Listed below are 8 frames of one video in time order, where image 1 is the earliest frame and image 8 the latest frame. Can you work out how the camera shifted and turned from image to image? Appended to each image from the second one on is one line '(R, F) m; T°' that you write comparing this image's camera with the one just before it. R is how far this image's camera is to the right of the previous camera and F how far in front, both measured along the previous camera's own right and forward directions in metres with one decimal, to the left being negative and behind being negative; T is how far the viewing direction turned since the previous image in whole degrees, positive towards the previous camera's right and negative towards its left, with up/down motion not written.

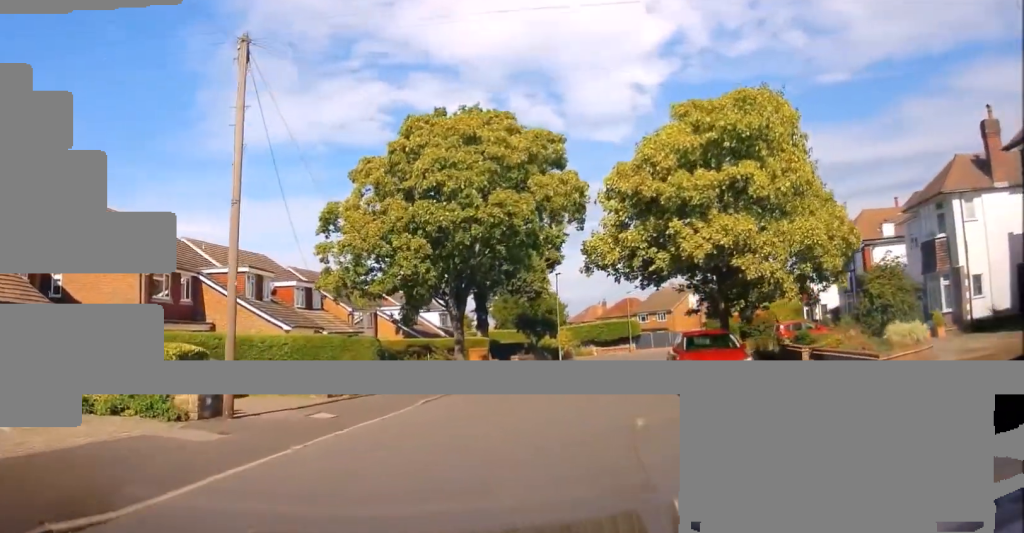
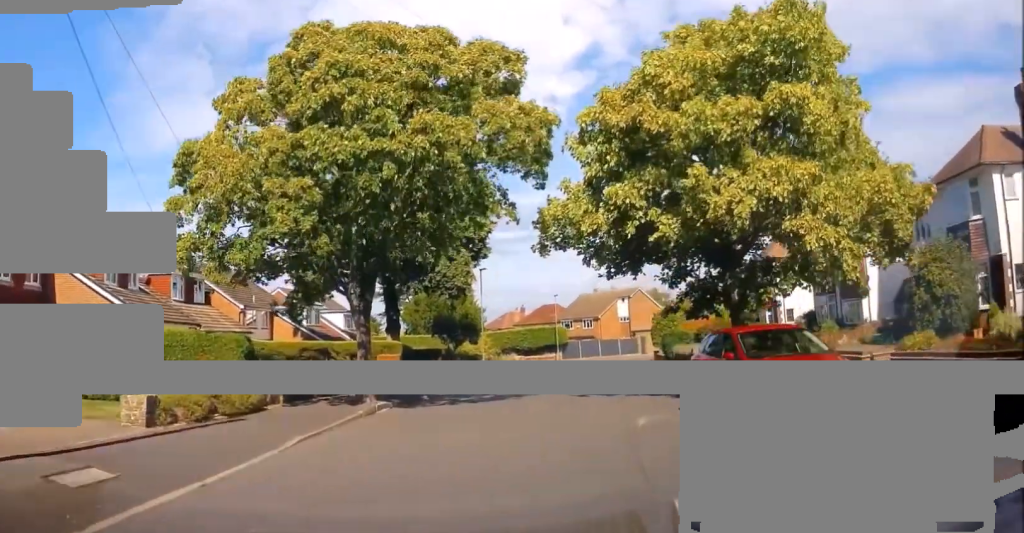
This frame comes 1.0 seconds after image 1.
(+0.1, +6.9) m; +6°
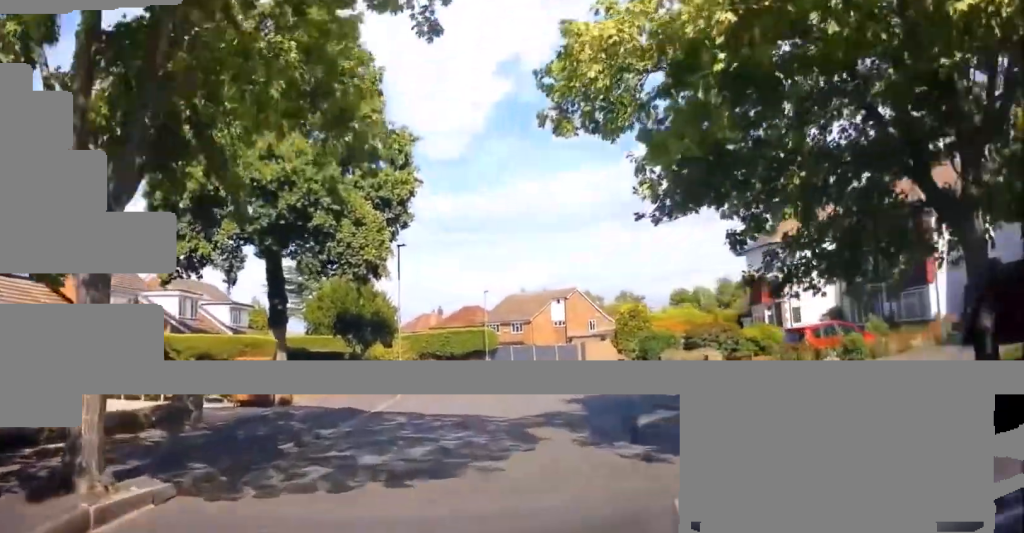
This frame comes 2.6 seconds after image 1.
(+1.3, +10.3) m; +11°
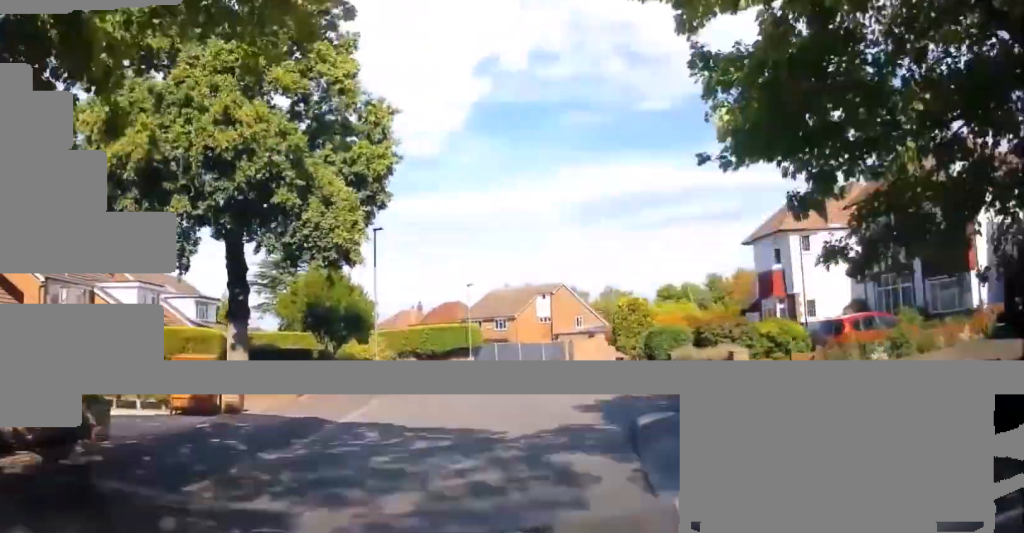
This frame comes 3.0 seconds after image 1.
(+0.1, +3.1) m; +1°
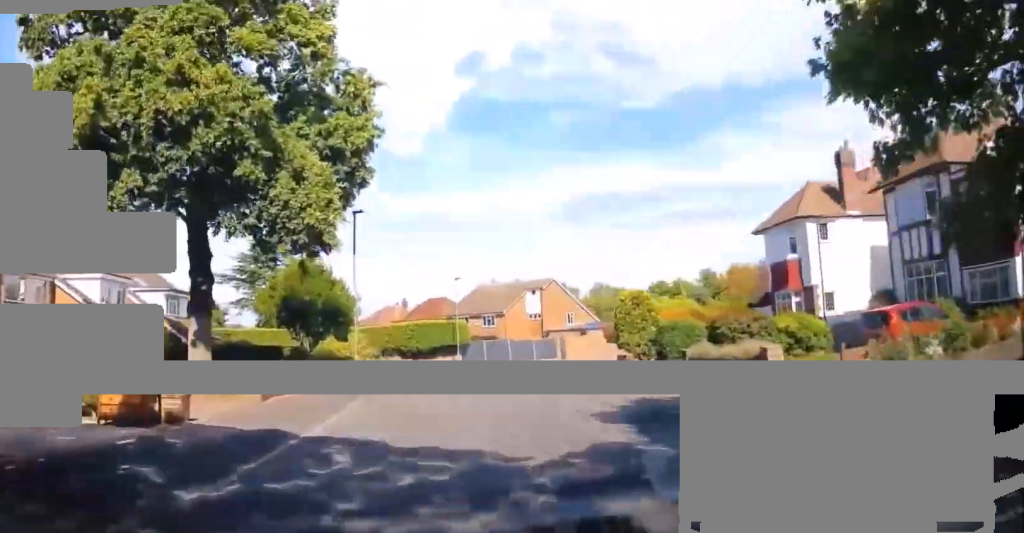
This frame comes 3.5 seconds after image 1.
(0.0, +2.8) m; +1°
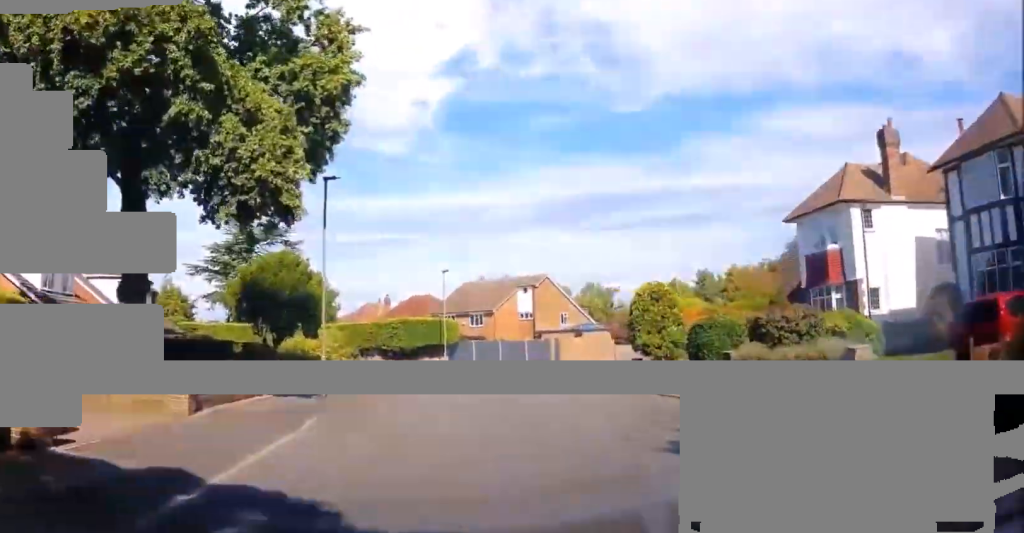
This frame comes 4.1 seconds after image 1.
(0.0, +4.1) m; +1°
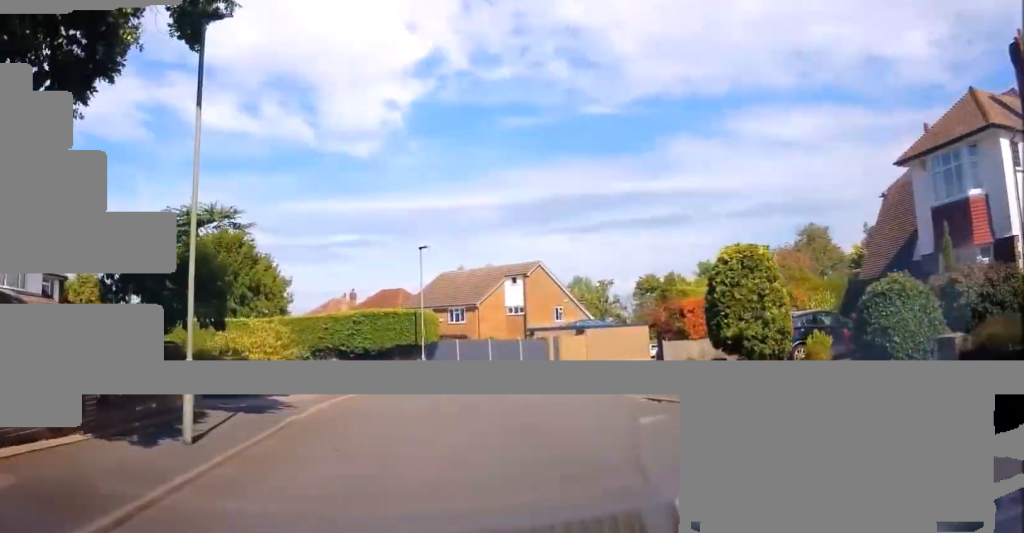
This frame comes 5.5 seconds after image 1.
(+0.3, +9.1) m; +4°
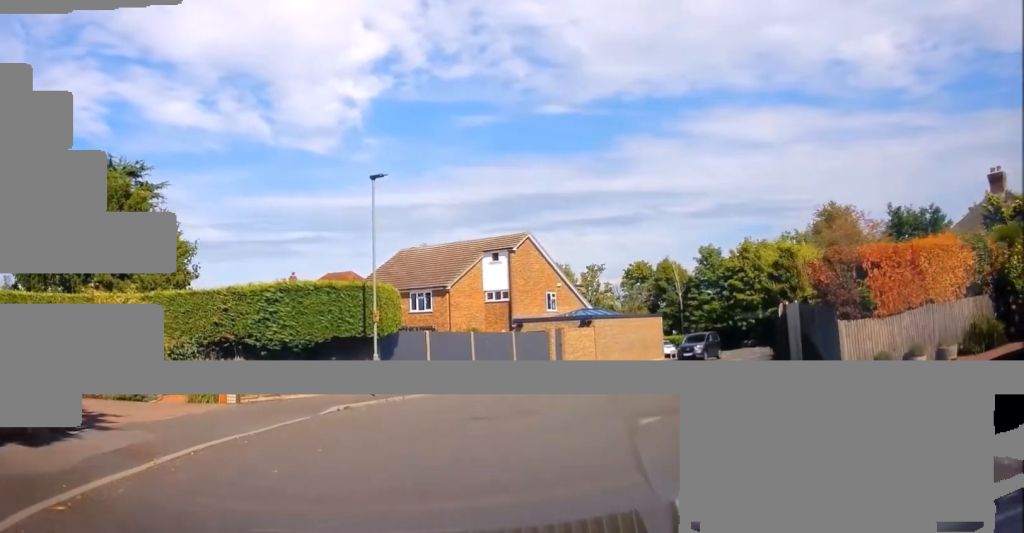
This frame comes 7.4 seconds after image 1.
(+0.5, +11.6) m; +5°
